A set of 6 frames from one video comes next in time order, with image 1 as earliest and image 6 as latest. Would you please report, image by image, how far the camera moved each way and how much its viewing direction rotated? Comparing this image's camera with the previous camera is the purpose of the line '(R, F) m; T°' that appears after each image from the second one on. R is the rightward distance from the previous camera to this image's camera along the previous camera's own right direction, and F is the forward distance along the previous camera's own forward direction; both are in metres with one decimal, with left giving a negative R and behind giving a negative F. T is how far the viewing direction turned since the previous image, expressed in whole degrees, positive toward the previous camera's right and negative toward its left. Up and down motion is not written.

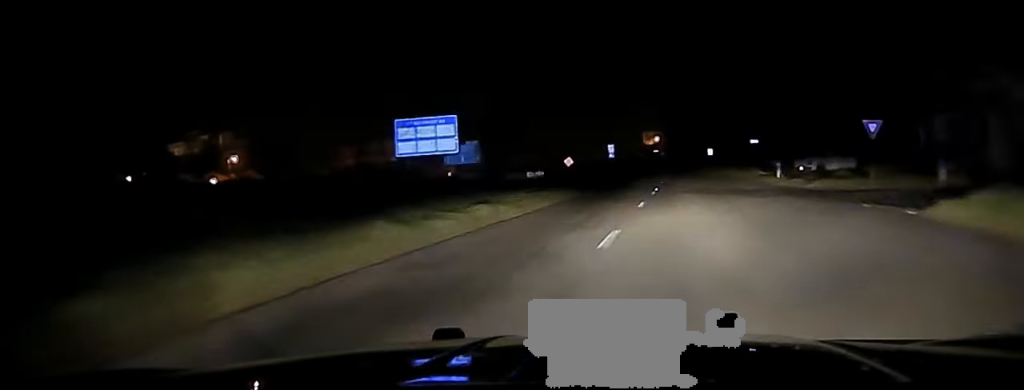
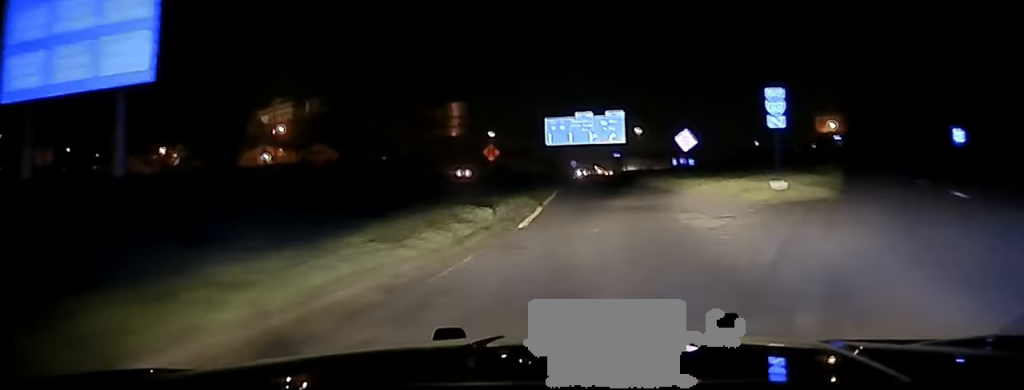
(-1.7, +66.2) m; -6°
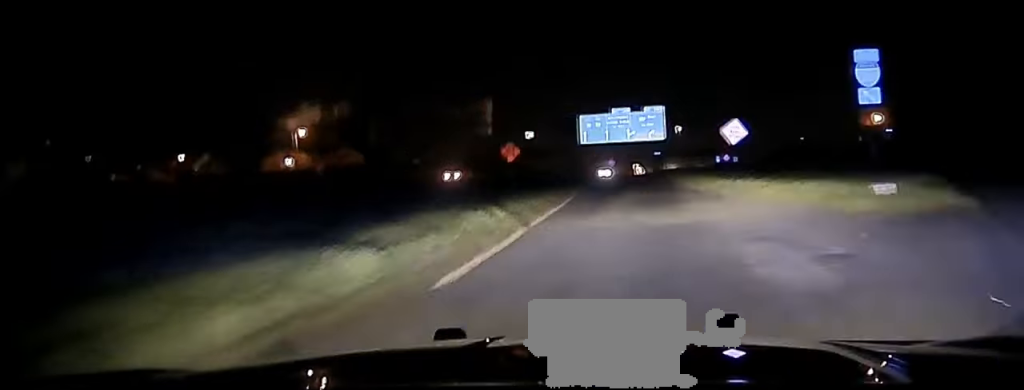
(-0.2, +11.3) m; -3°
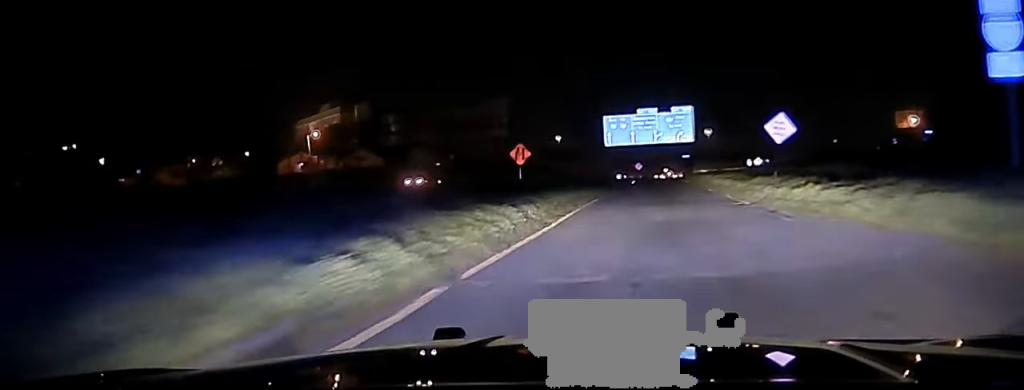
(-0.3, +9.5) m; -3°
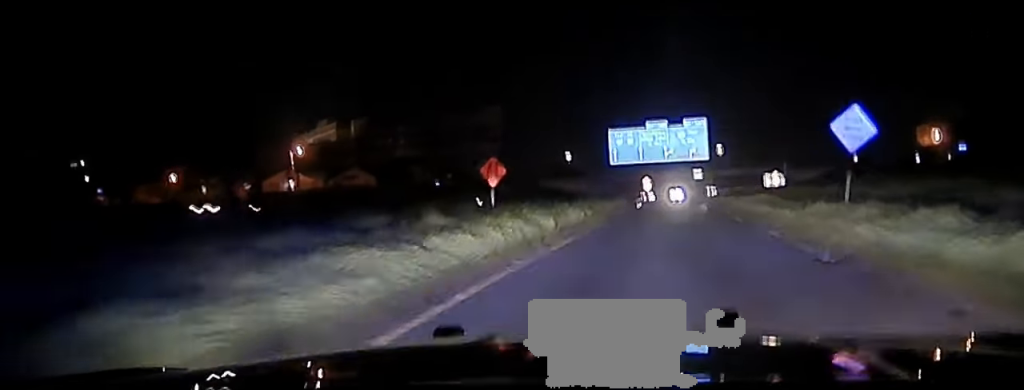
(-0.8, +14.5) m; -5°
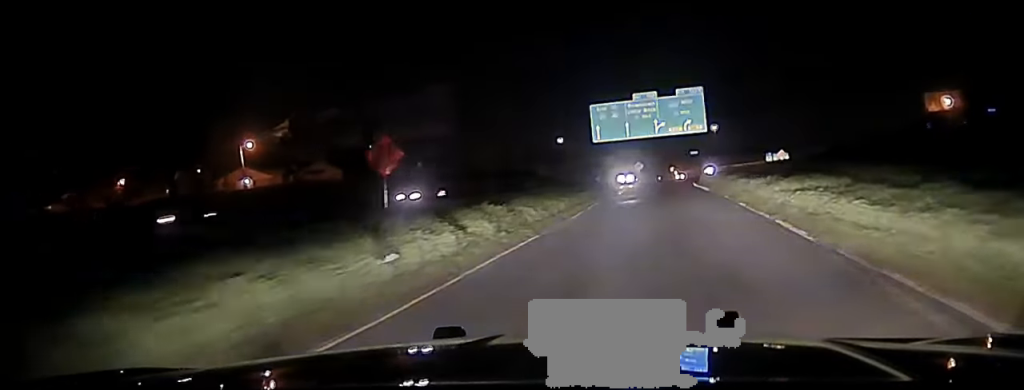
(-0.5, +18.3) m; 0°
